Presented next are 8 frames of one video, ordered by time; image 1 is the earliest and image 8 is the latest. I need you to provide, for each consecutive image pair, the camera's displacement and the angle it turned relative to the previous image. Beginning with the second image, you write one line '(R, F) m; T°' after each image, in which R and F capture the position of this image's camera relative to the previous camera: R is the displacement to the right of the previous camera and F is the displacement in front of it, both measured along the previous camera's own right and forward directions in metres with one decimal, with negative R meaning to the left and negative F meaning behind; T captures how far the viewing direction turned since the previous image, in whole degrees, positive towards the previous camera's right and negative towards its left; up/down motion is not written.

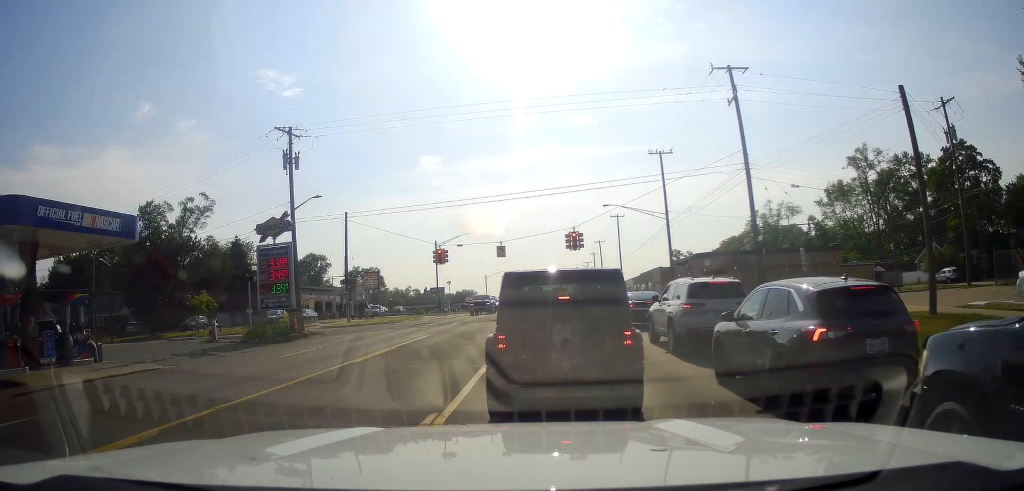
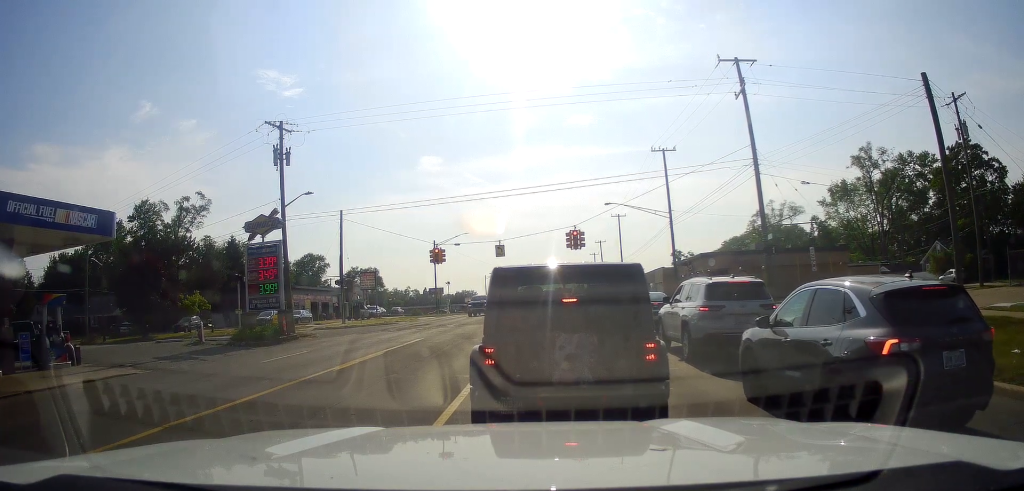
(0.0, +1.2) m; 0°
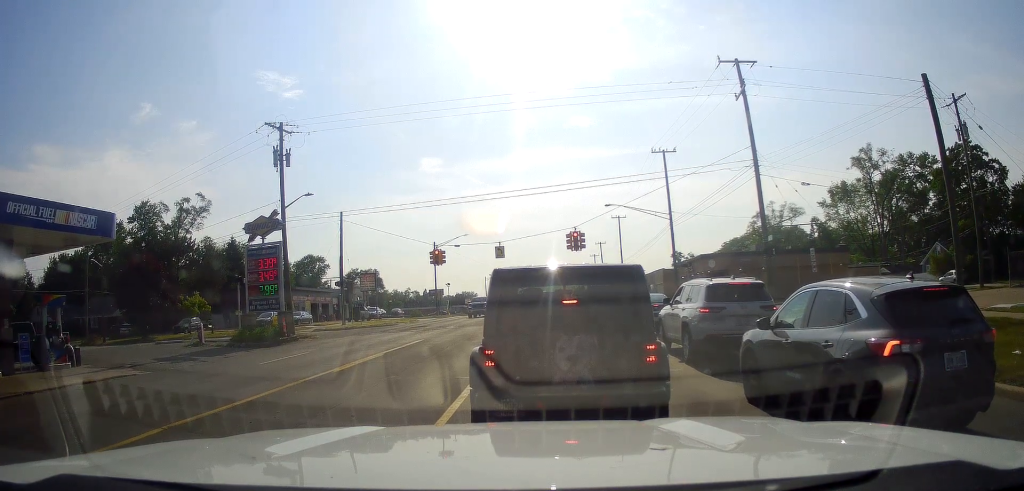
(0.0, 0.0) m; 0°
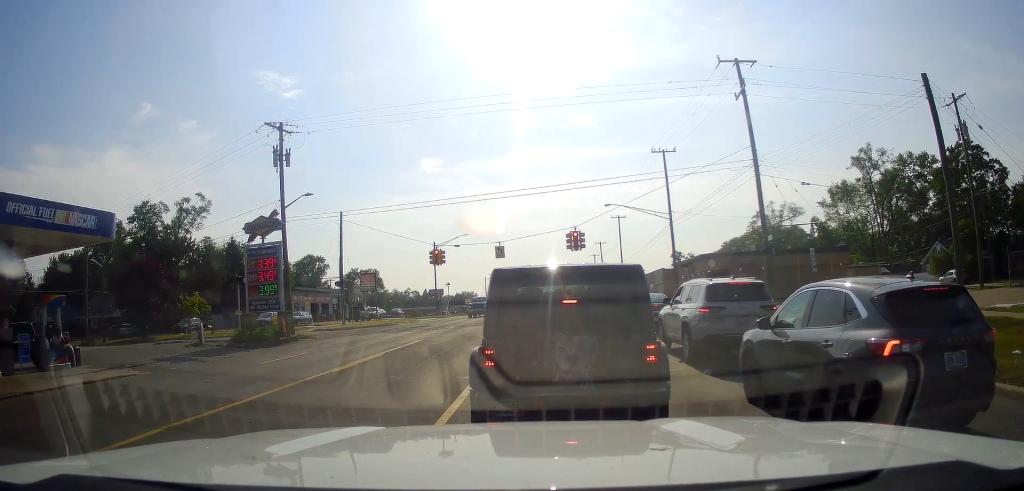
(0.0, 0.0) m; 0°
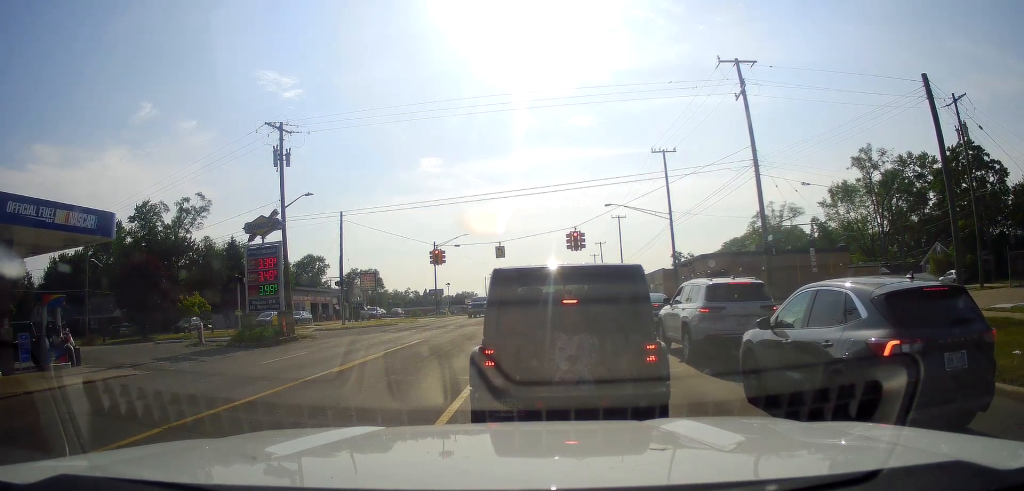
(0.0, 0.0) m; 0°
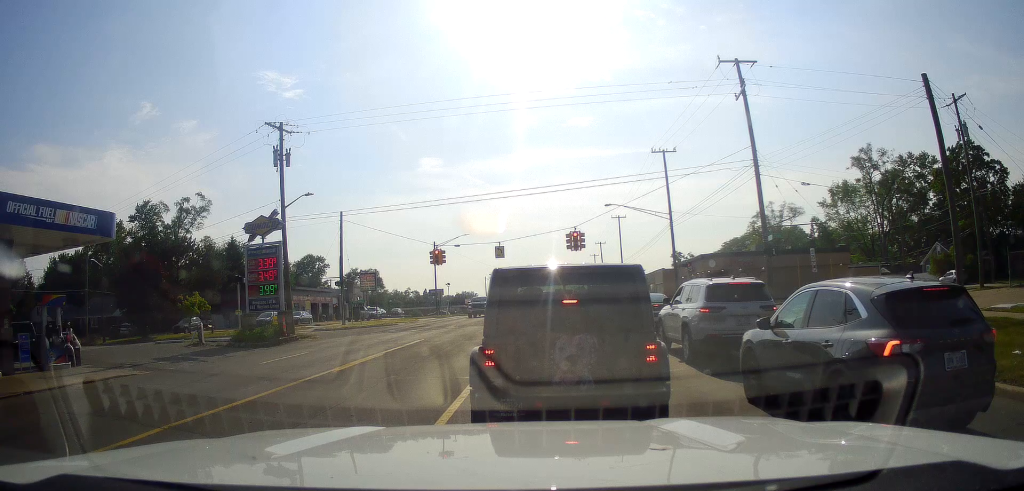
(0.0, 0.0) m; 0°
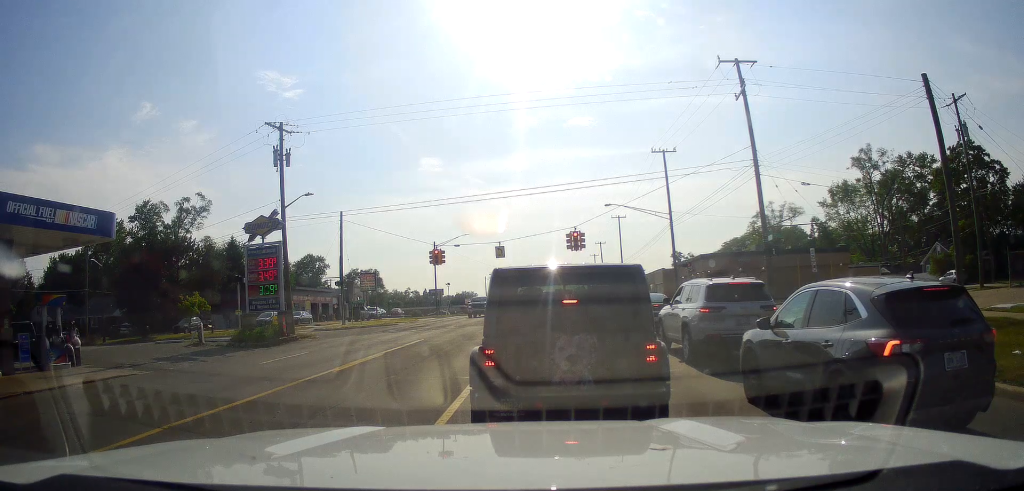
(0.0, 0.0) m; 0°
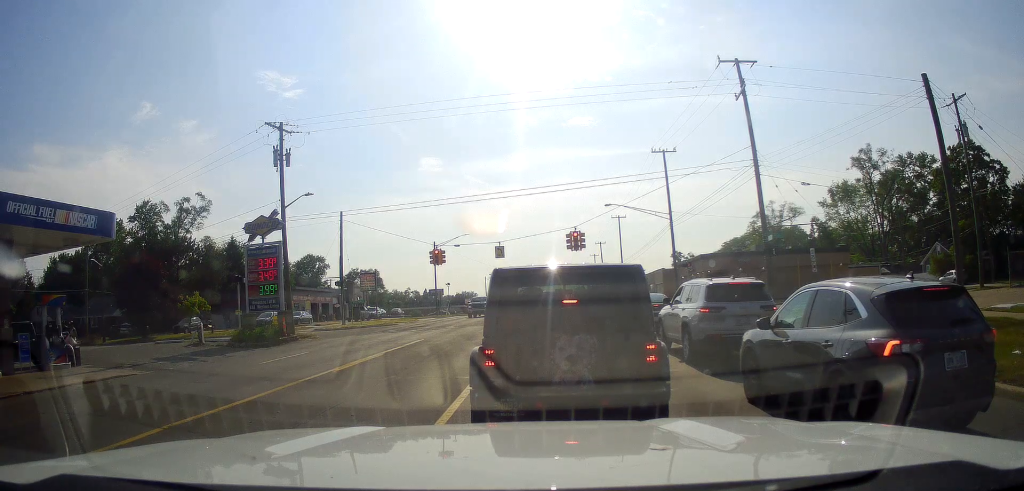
(0.0, 0.0) m; 0°
